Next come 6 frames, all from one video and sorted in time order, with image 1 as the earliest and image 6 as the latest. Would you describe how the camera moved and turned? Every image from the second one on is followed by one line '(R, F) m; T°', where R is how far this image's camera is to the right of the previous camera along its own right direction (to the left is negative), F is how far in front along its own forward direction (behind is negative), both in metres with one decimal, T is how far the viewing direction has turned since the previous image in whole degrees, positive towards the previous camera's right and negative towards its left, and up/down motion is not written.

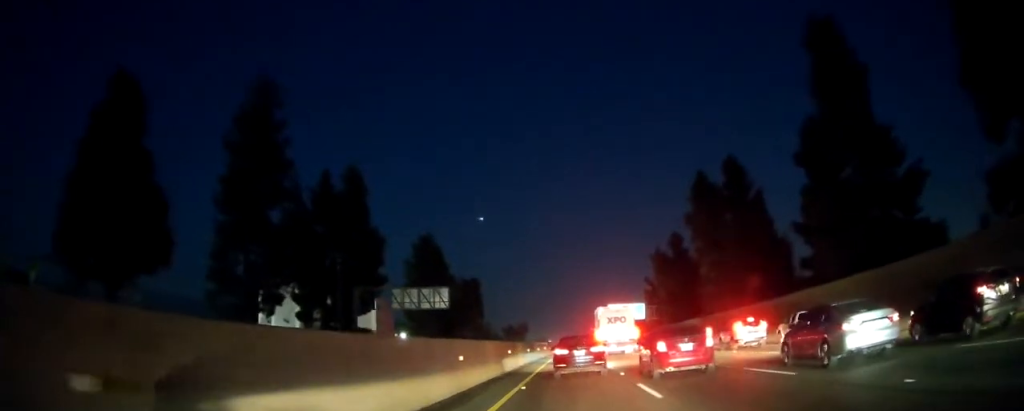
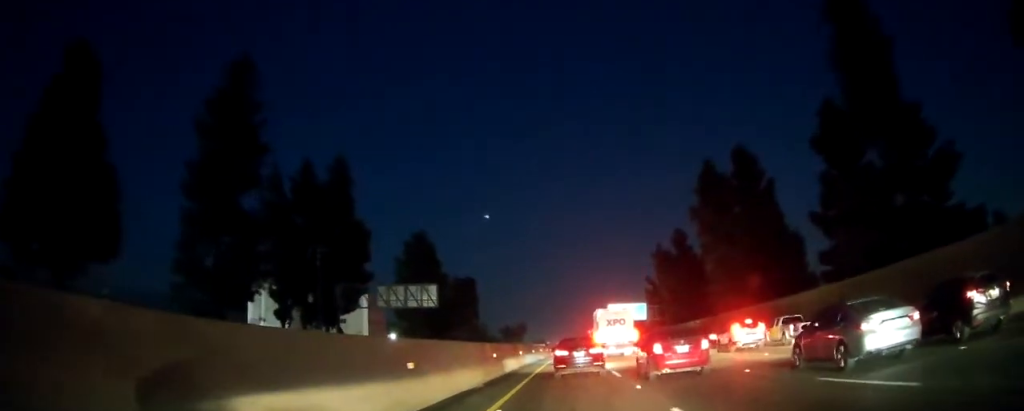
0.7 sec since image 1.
(0.0, +6.1) m; 0°
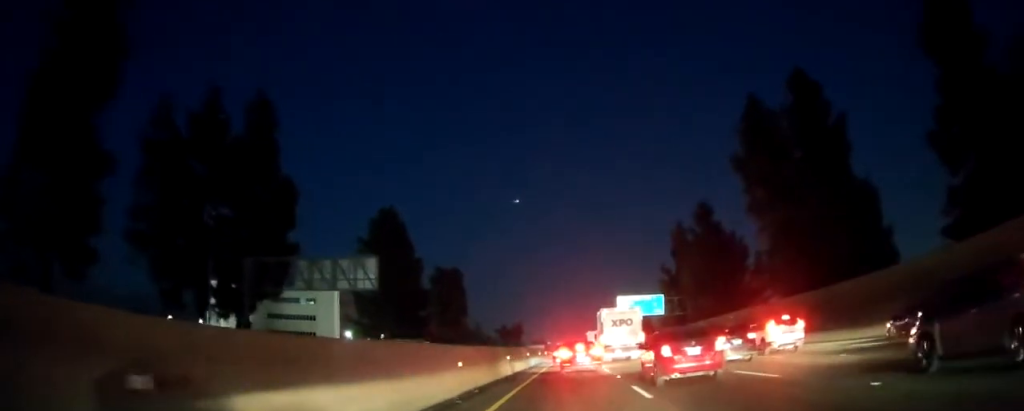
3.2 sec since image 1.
(+0.4, +22.5) m; +2°
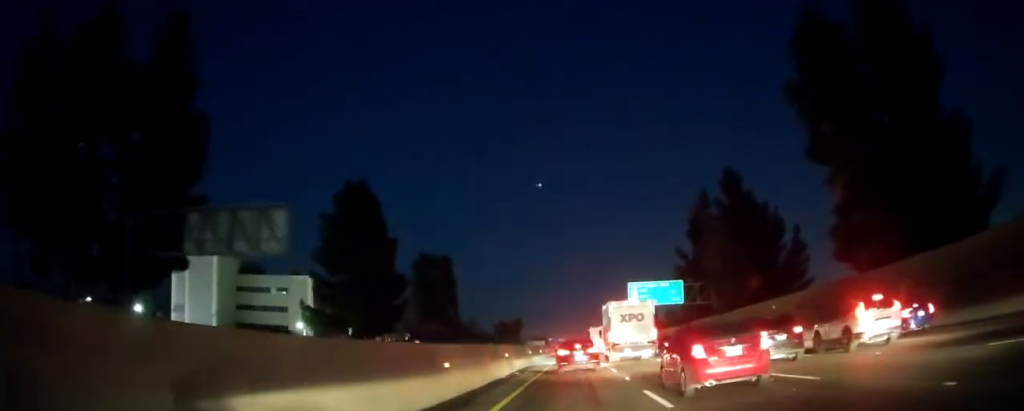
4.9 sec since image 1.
(-0.3, +16.4) m; -2°
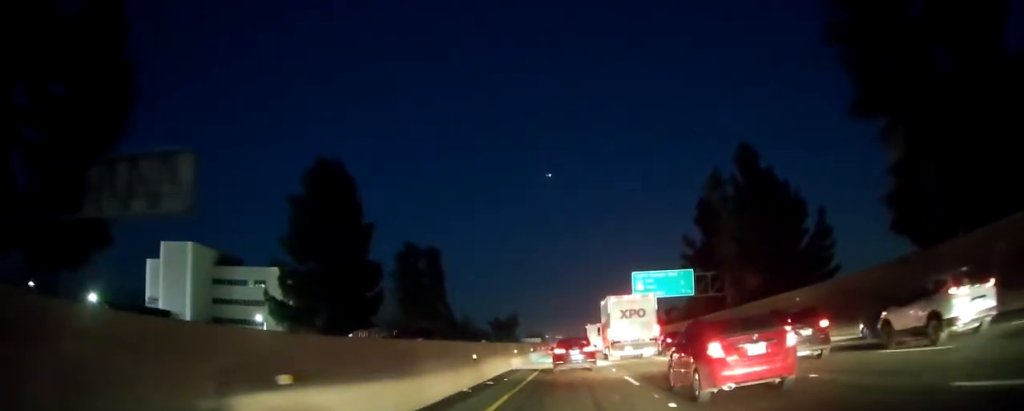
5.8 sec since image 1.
(0.0, +9.7) m; 0°
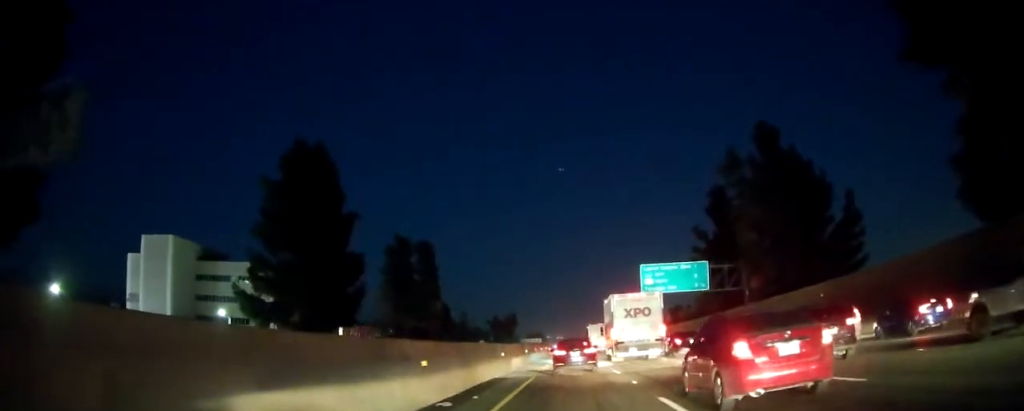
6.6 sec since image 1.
(0.0, +7.4) m; 0°
